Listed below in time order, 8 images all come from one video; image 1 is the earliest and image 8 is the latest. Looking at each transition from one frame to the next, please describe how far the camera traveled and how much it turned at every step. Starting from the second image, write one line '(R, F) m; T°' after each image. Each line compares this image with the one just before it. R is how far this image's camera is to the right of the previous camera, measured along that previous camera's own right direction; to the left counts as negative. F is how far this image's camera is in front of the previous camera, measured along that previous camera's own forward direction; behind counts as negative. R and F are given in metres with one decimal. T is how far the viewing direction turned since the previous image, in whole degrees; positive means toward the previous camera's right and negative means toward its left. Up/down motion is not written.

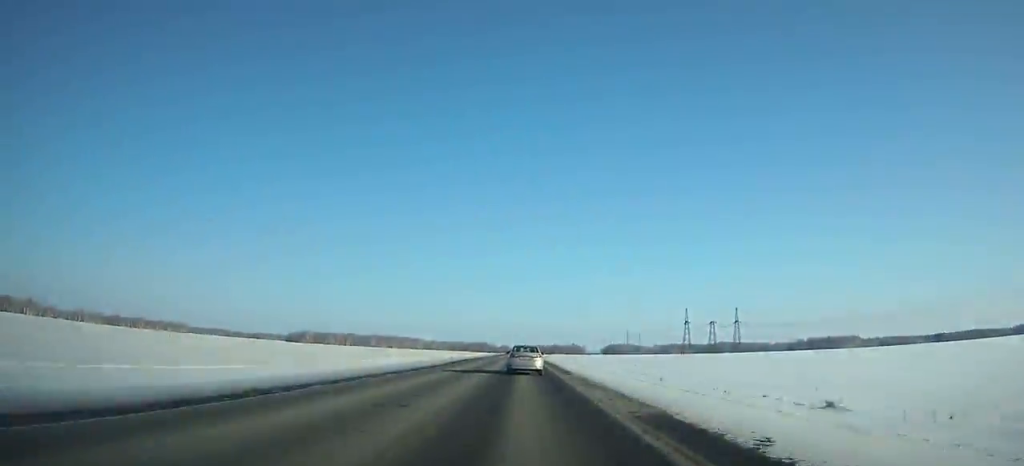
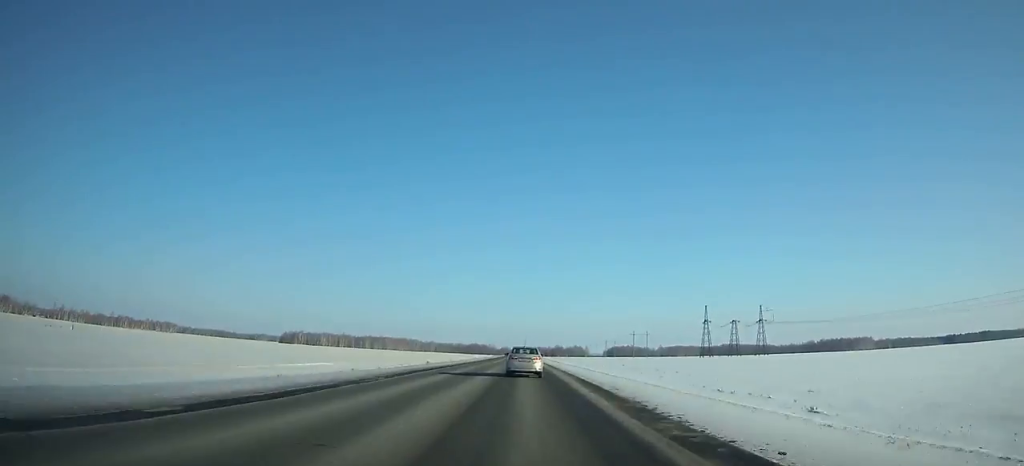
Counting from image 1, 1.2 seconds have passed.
(0.0, +32.9) m; 0°
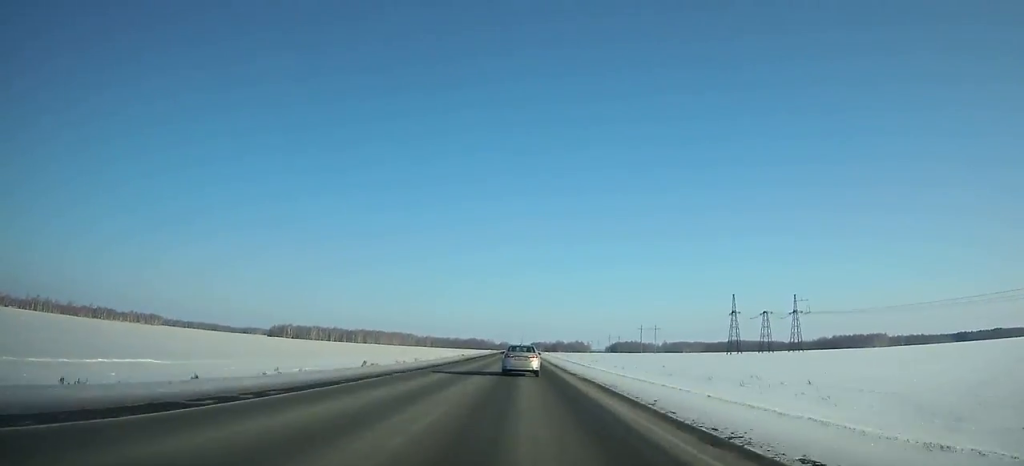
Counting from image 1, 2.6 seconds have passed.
(-0.1, +38.5) m; 0°
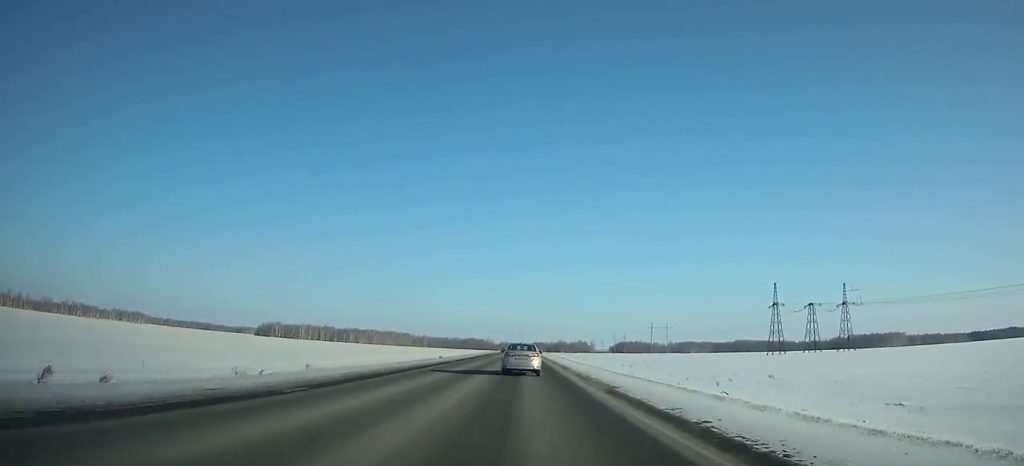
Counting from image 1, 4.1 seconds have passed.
(-0.1, +41.3) m; 0°
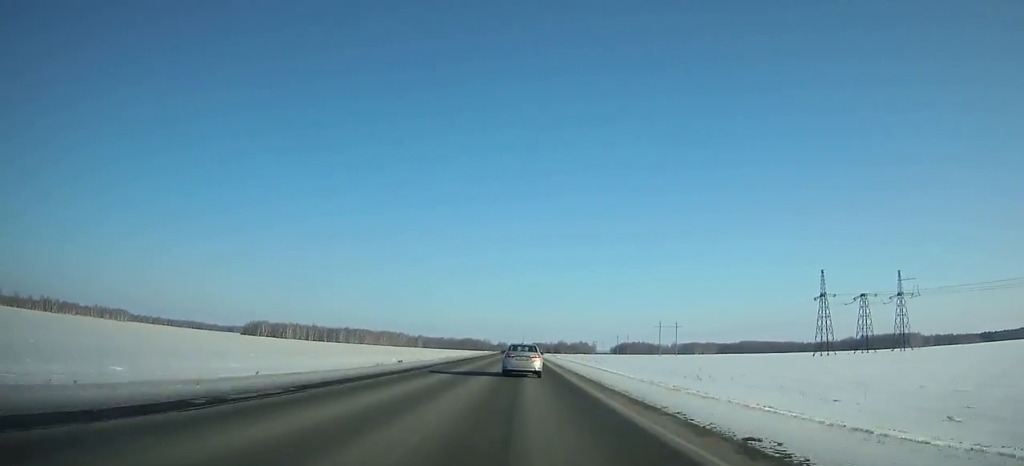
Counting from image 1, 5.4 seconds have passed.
(+0.1, +35.8) m; 0°
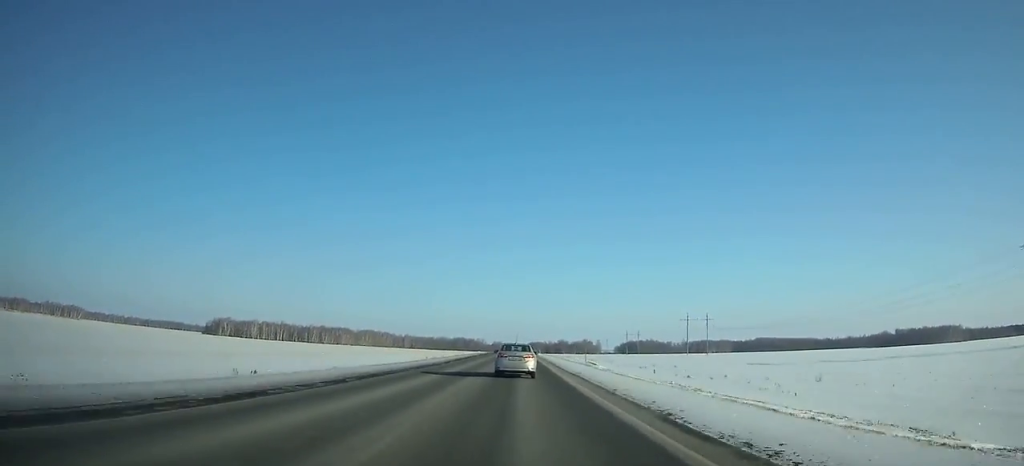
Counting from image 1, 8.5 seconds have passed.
(+0.2, +85.4) m; 0°
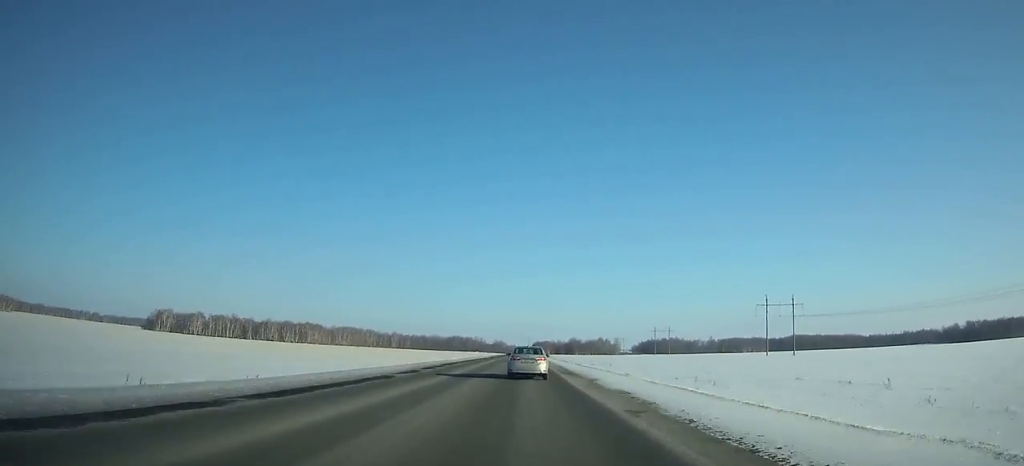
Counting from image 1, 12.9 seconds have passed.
(-0.2, +121.5) m; 0°
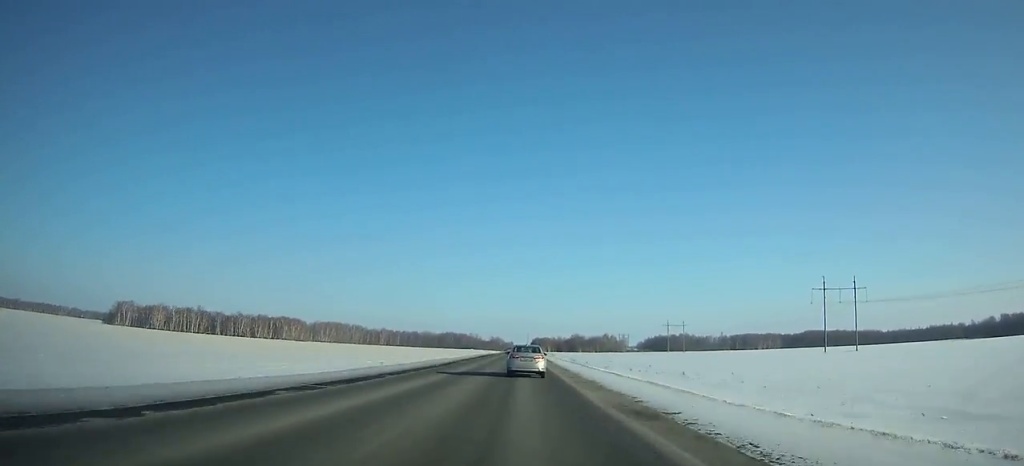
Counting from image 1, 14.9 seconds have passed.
(+0.1, +55.5) m; 0°
